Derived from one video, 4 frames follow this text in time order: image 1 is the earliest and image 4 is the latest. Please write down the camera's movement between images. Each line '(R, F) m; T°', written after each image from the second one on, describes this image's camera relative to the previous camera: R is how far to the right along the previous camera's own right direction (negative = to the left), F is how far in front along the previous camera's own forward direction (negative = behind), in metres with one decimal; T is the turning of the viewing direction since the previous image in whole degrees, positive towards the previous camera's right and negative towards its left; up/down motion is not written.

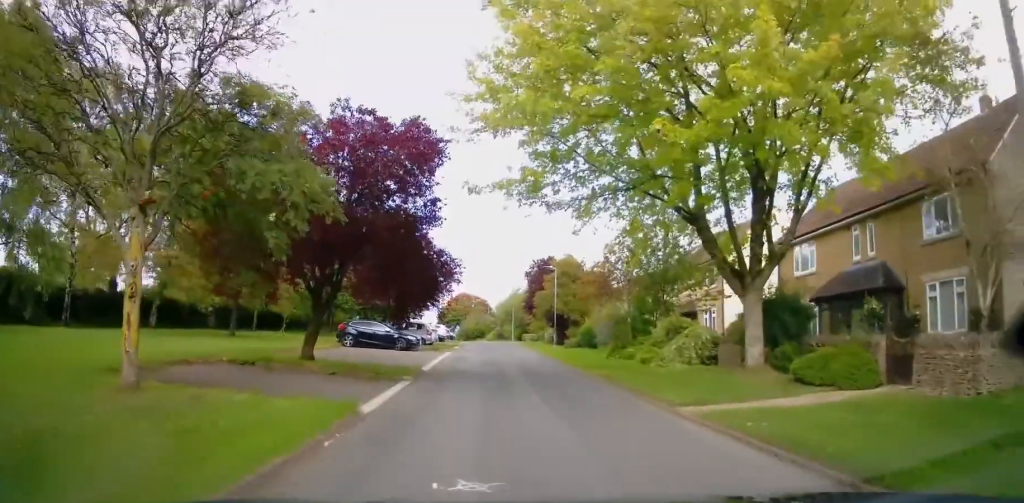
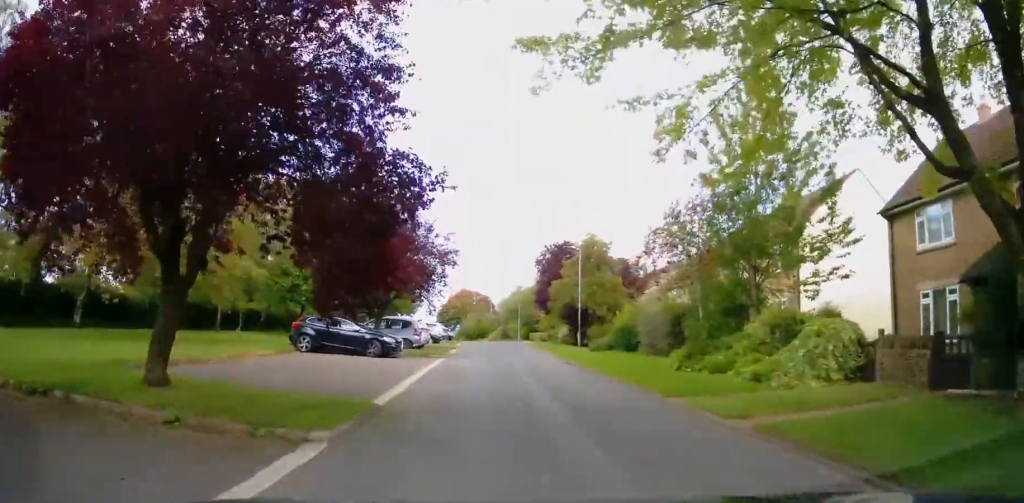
(+0.3, +8.5) m; 0°
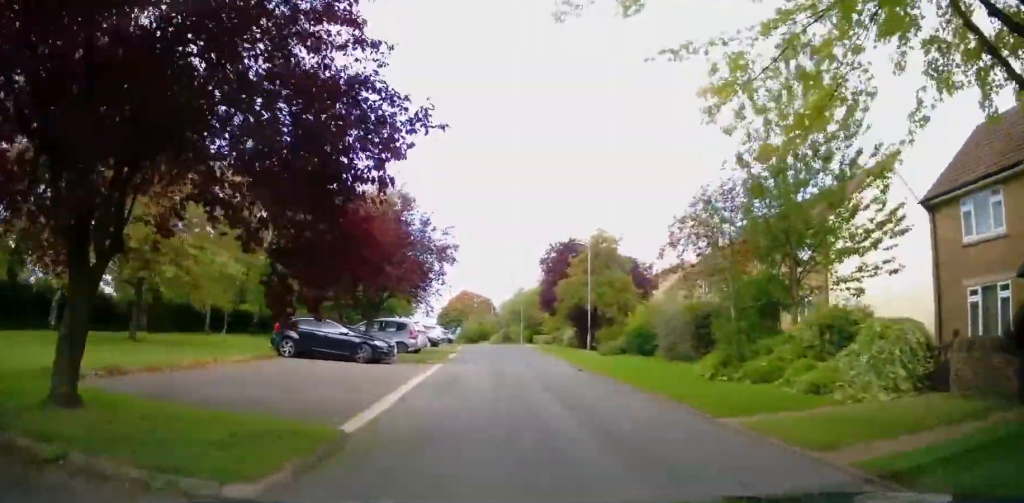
(-0.1, +2.3) m; 0°
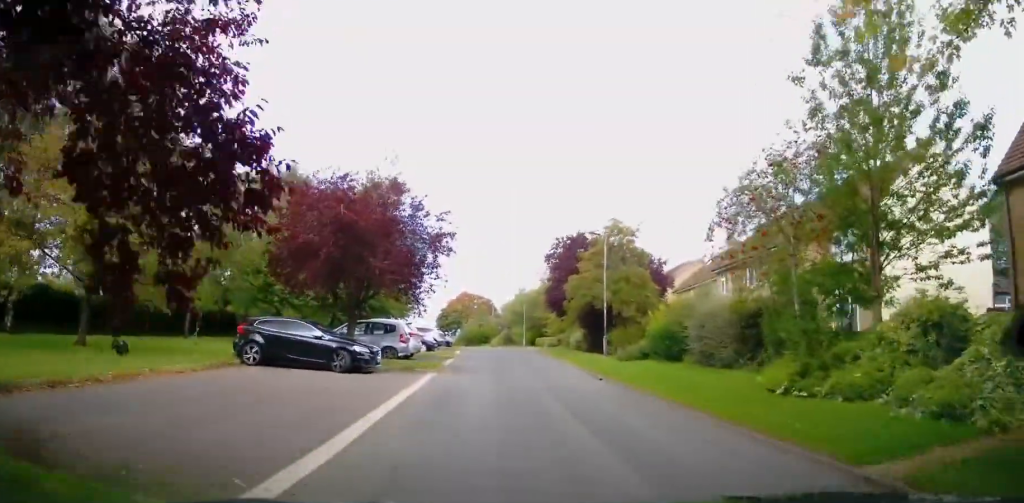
(-0.2, +3.6) m; +1°
